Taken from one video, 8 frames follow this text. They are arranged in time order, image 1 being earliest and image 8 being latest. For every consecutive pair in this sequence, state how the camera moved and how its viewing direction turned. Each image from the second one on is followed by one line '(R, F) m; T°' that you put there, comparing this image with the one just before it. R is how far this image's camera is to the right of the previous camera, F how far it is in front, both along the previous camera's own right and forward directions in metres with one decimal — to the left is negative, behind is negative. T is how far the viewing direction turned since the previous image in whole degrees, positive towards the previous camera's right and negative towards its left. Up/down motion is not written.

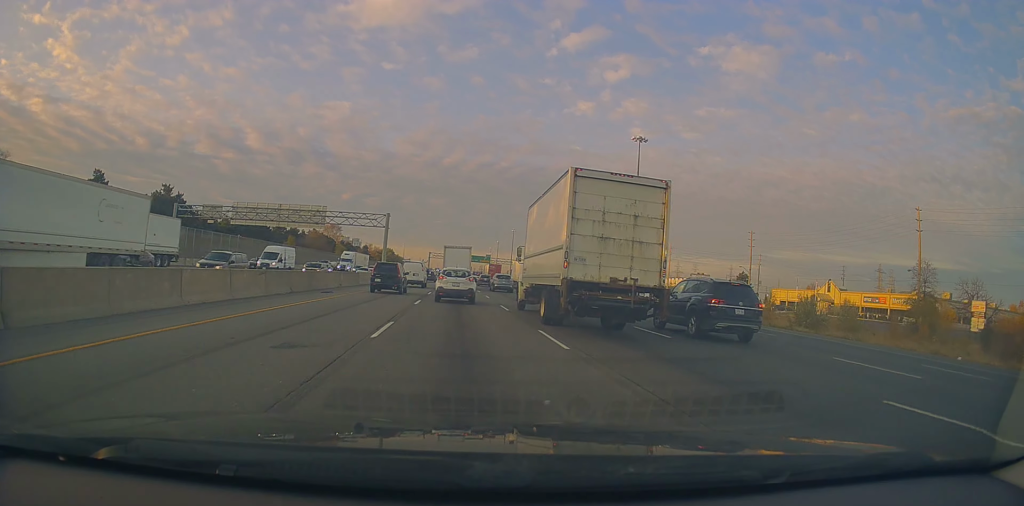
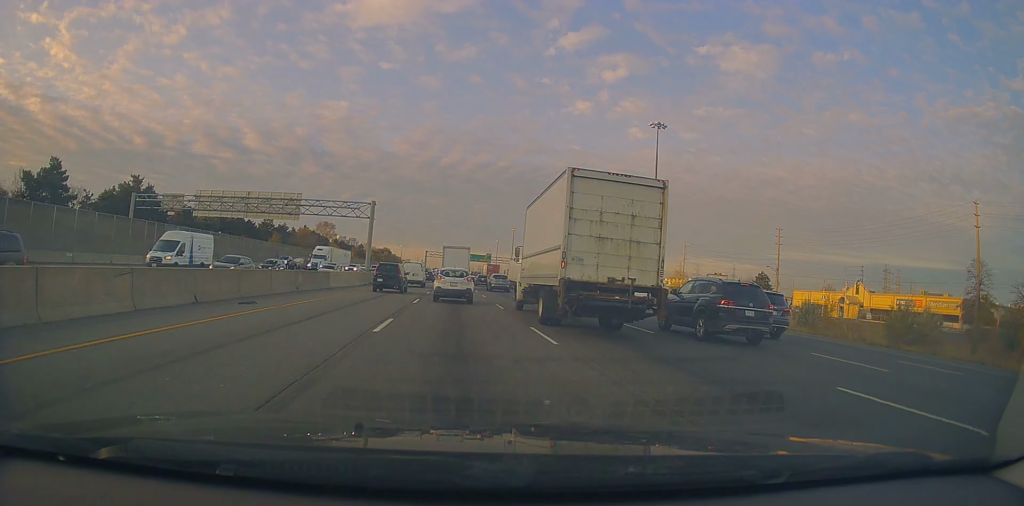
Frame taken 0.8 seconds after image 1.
(+0.2, +10.8) m; +1°
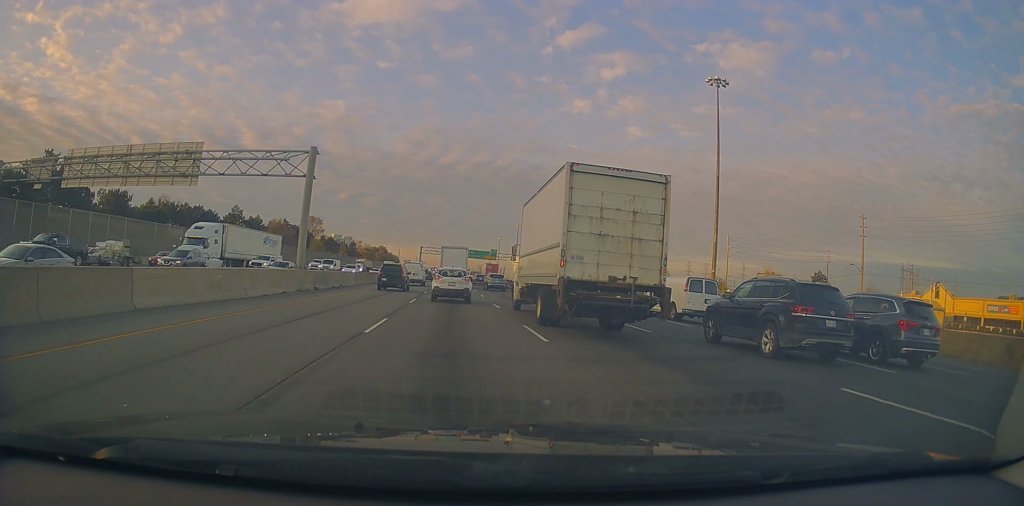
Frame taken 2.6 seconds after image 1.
(-0.2, +23.9) m; -1°
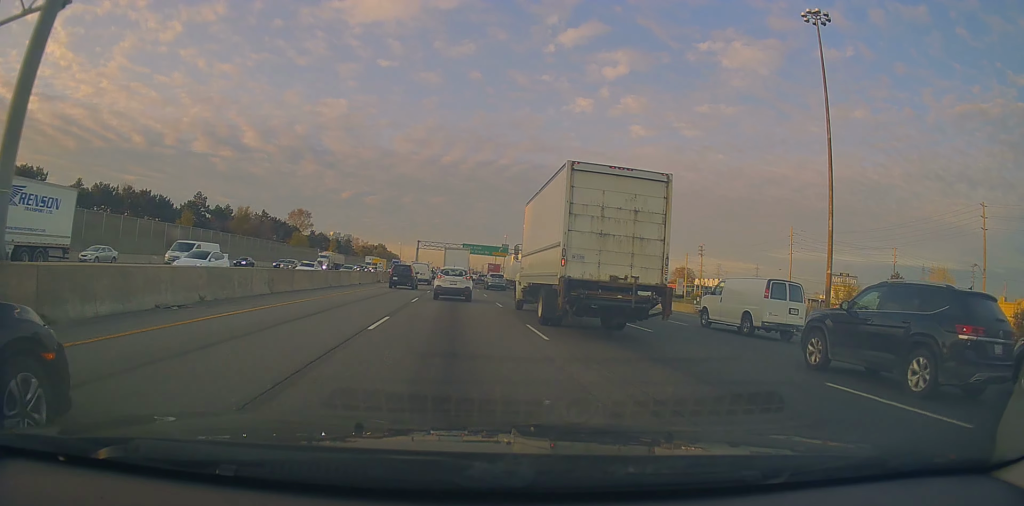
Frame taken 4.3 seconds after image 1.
(+0.5, +23.4) m; +1°
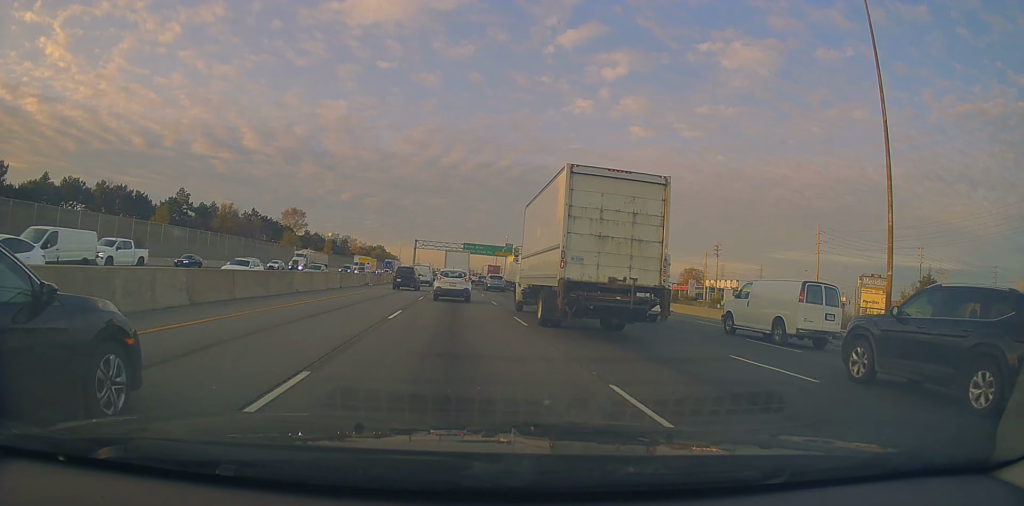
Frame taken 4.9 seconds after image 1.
(-0.4, +8.3) m; -1°
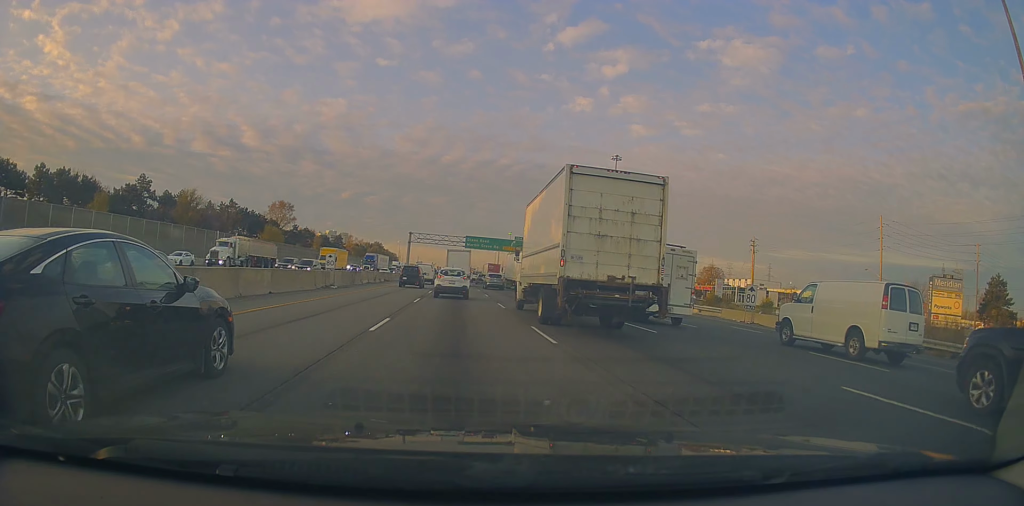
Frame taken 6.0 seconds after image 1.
(0.0, +15.8) m; +2°
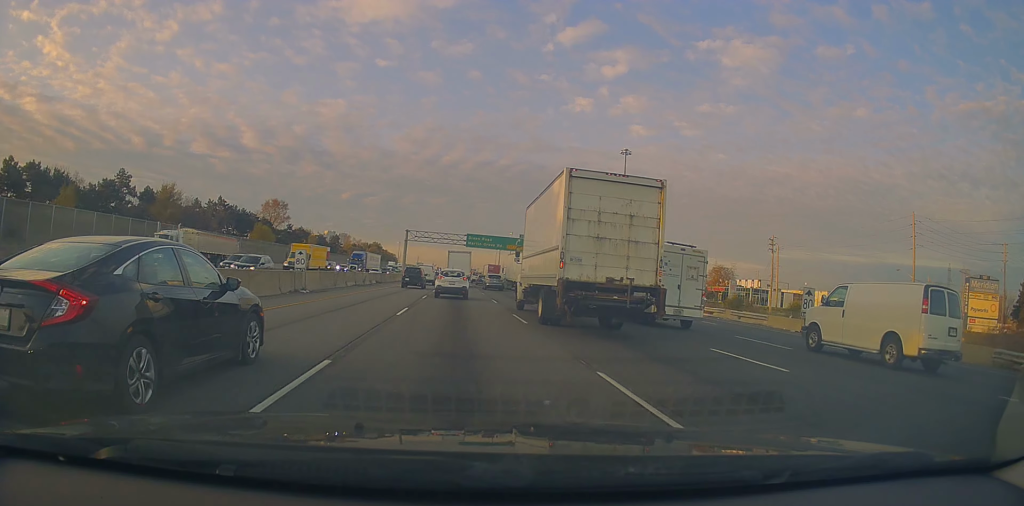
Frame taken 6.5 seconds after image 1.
(+0.1, +7.1) m; 0°
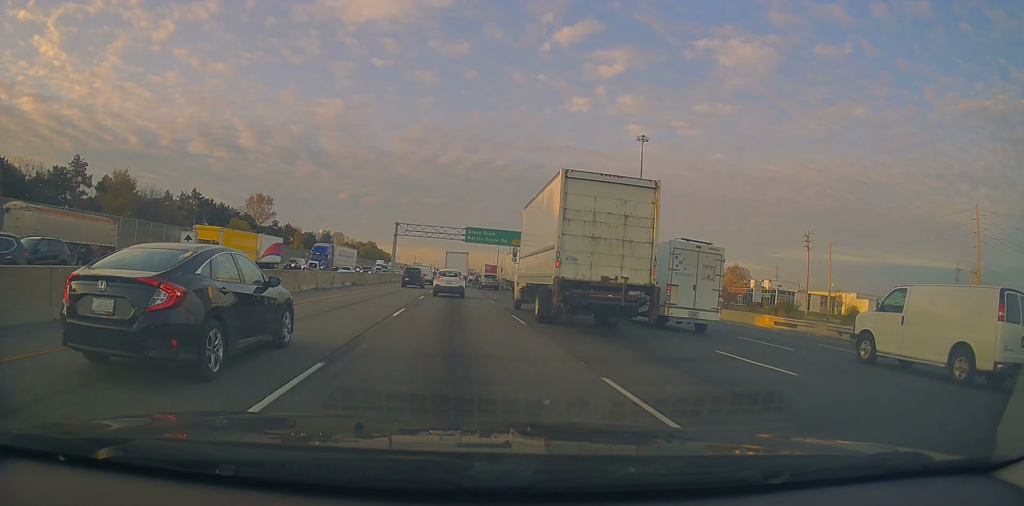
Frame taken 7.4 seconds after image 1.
(+0.2, +12.3) m; -1°
